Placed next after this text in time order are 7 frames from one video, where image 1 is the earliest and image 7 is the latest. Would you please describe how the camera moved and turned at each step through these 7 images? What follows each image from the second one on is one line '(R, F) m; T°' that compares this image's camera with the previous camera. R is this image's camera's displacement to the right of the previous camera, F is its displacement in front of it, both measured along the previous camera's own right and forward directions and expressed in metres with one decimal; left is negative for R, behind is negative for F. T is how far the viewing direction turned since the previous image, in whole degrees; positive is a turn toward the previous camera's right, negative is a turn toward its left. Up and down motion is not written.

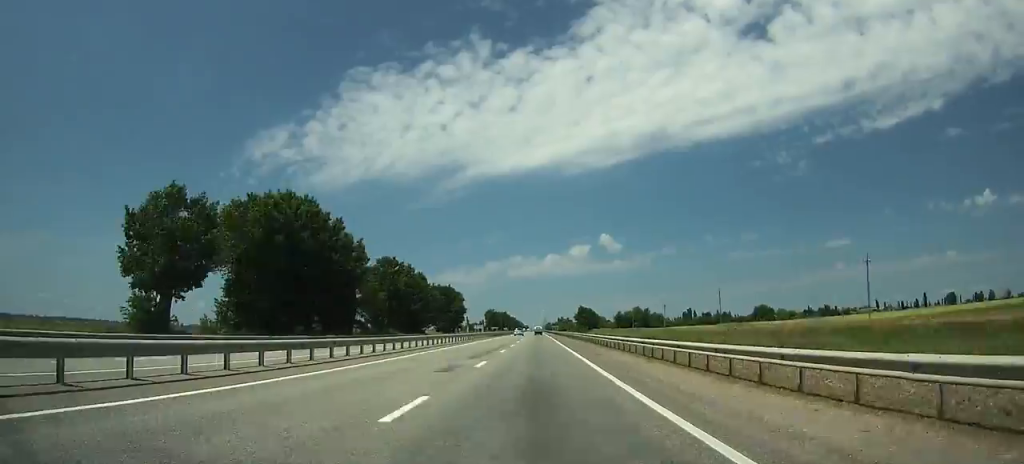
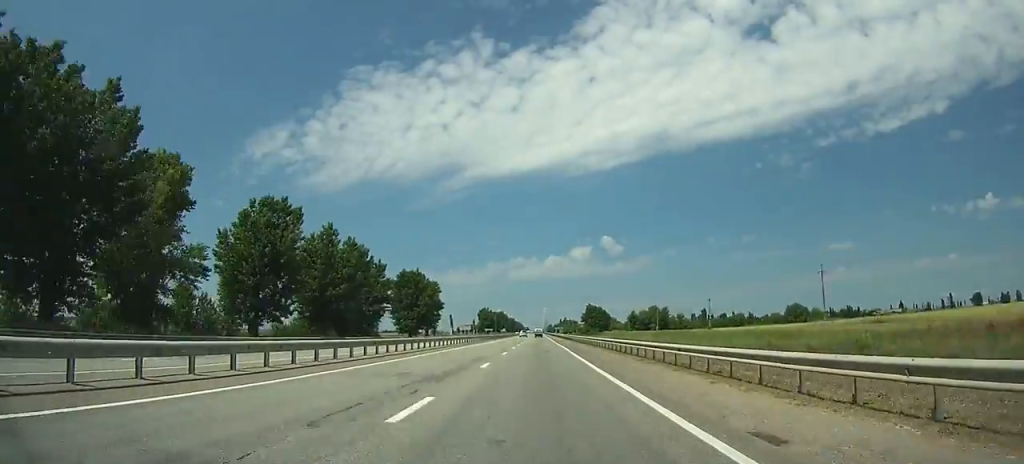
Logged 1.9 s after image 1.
(-0.2, +47.7) m; 0°
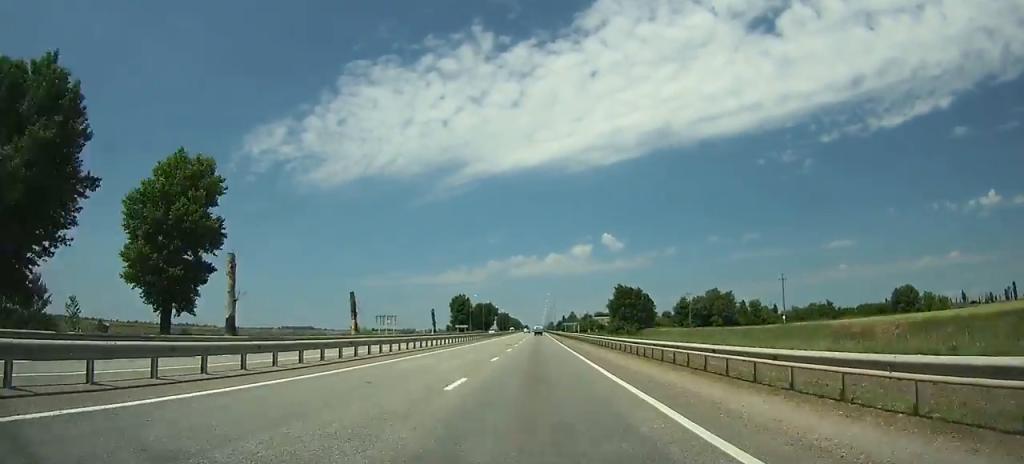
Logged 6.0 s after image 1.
(0.0, +102.3) m; 0°
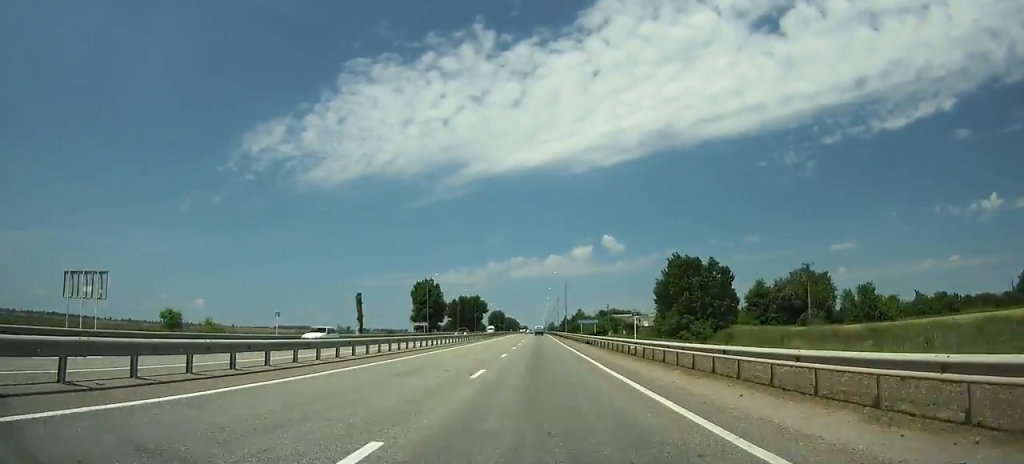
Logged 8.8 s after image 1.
(0.0, +69.3) m; 0°
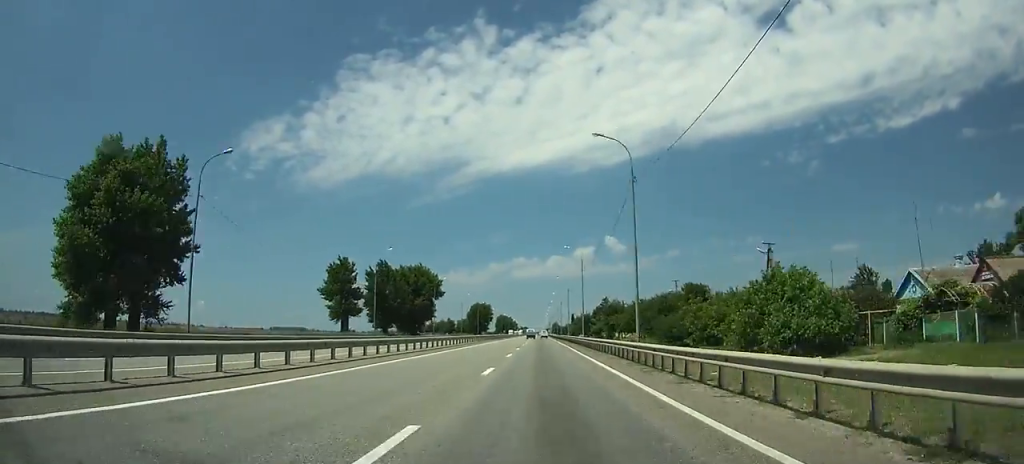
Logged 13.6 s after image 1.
(-0.6, +117.4) m; -1°
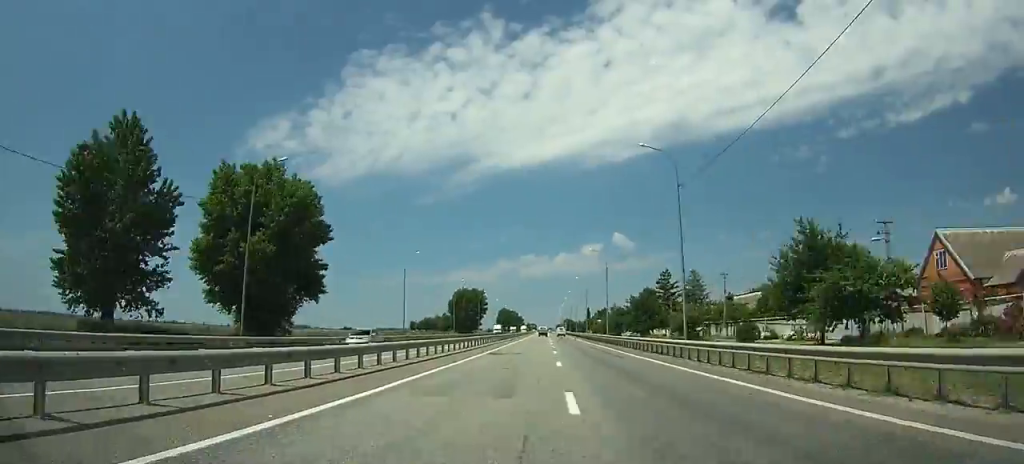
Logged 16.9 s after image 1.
(-0.4, +79.8) m; 0°
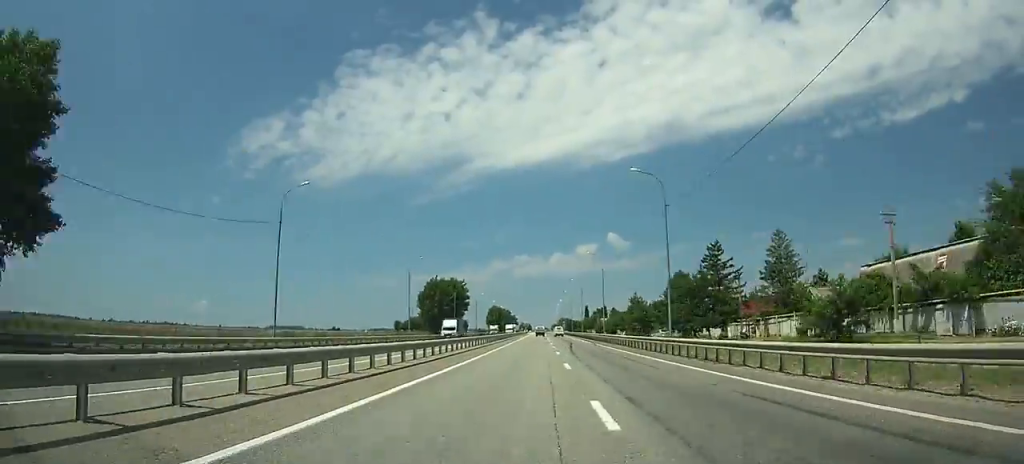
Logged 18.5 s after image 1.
(-0.2, +38.5) m; 0°
